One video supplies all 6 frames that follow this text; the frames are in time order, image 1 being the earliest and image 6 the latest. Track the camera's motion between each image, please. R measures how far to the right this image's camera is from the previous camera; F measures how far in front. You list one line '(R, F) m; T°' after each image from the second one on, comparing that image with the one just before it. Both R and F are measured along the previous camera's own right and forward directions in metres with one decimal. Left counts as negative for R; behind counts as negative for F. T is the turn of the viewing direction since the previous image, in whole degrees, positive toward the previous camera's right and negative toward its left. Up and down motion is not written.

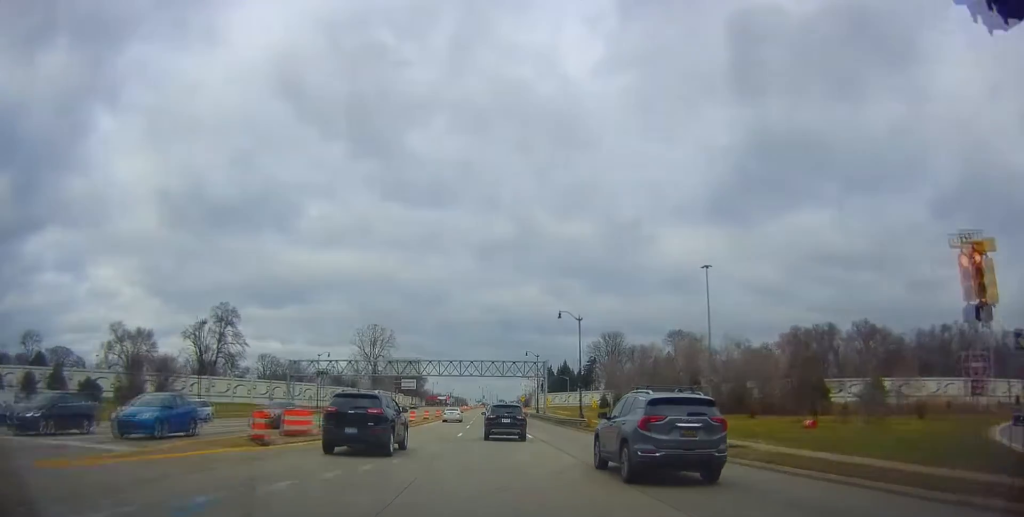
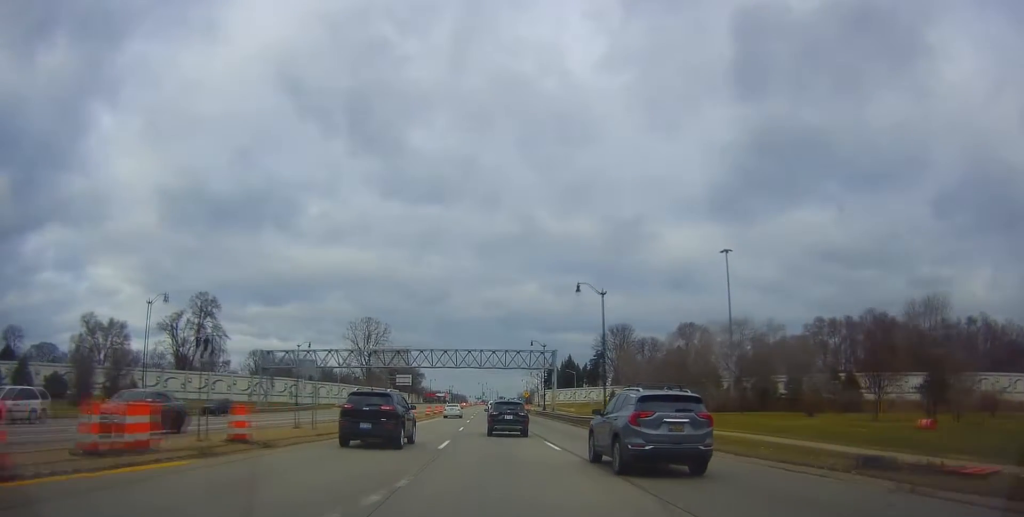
(+0.3, +14.2) m; +1°
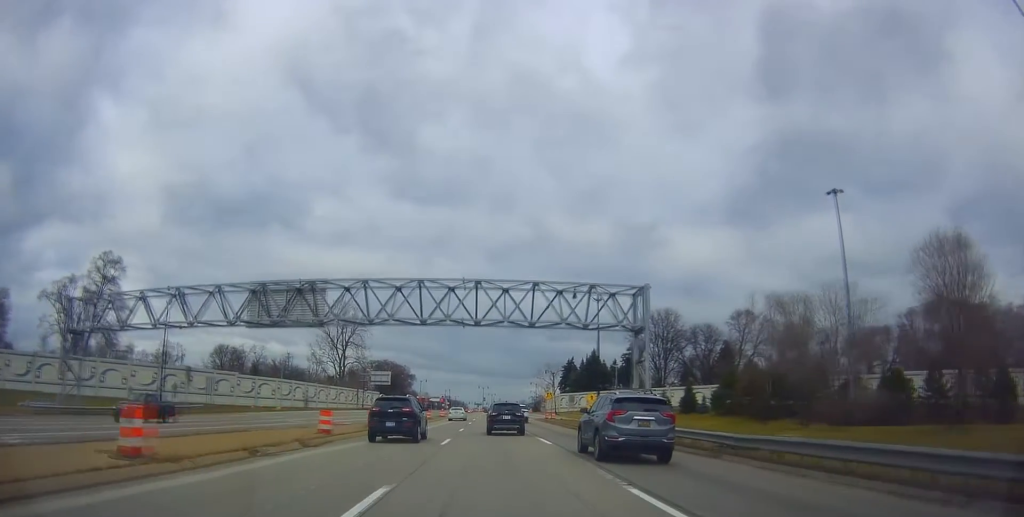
(-0.1, +50.0) m; -1°
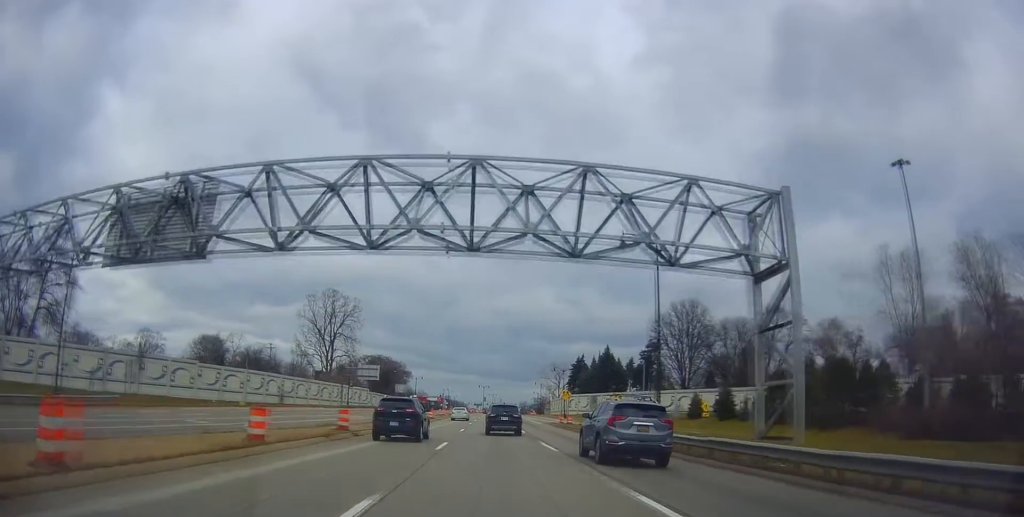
(-0.5, +18.3) m; -2°
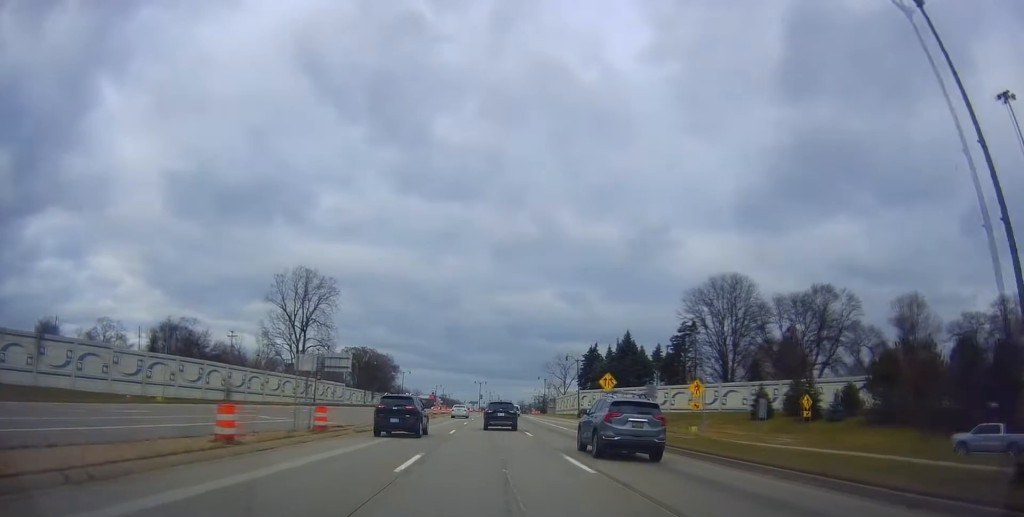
(-0.1, +25.9) m; -1°
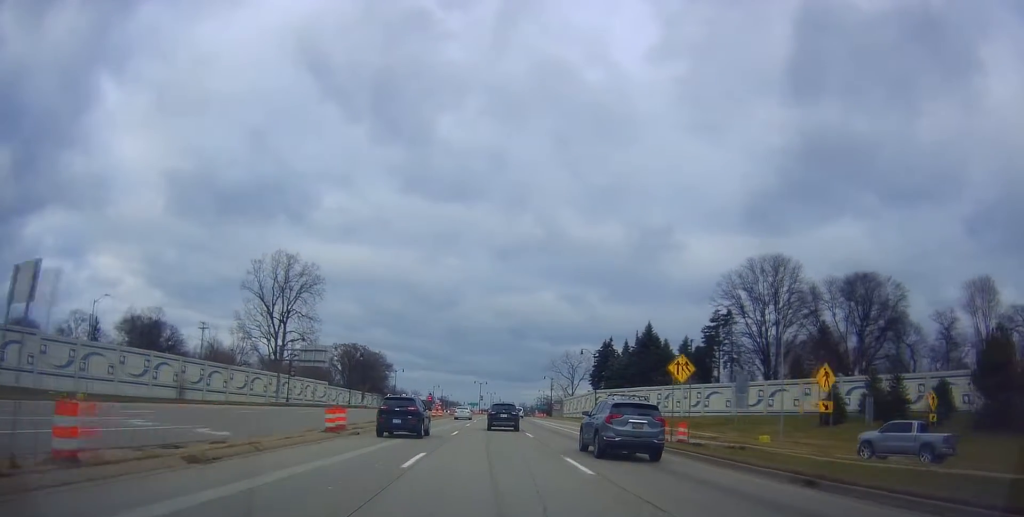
(-0.1, +16.4) m; -1°
